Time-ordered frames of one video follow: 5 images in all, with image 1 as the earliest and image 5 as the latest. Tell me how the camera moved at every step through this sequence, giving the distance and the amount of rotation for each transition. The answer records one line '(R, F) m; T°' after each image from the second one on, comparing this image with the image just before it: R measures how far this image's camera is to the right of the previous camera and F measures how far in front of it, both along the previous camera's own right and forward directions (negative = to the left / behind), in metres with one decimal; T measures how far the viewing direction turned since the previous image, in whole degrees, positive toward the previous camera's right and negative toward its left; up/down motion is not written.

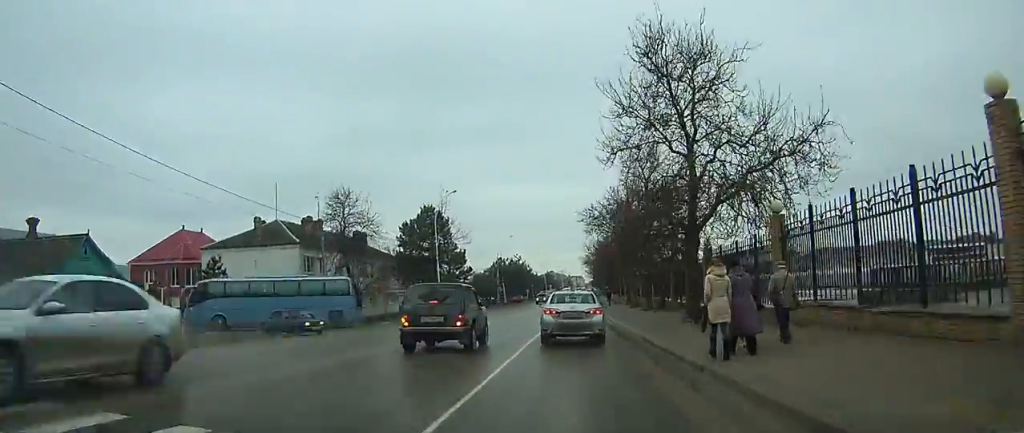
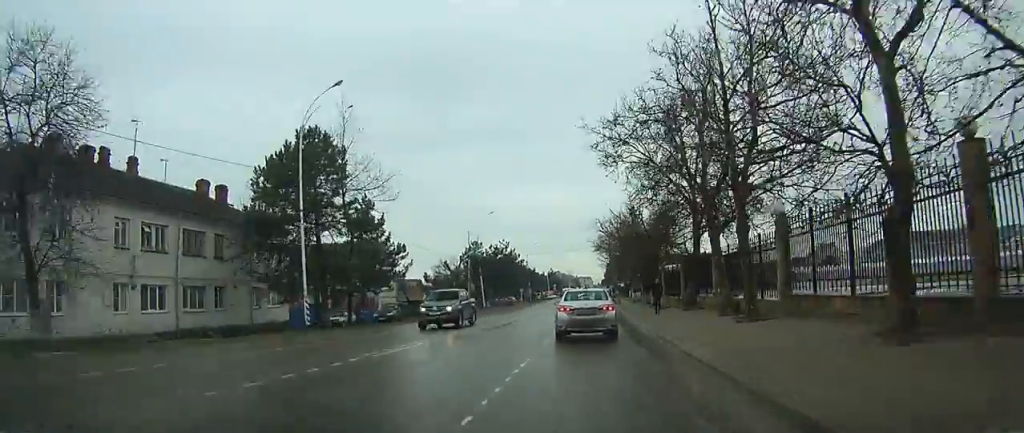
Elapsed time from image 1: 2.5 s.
(+0.3, +30.5) m; +1°
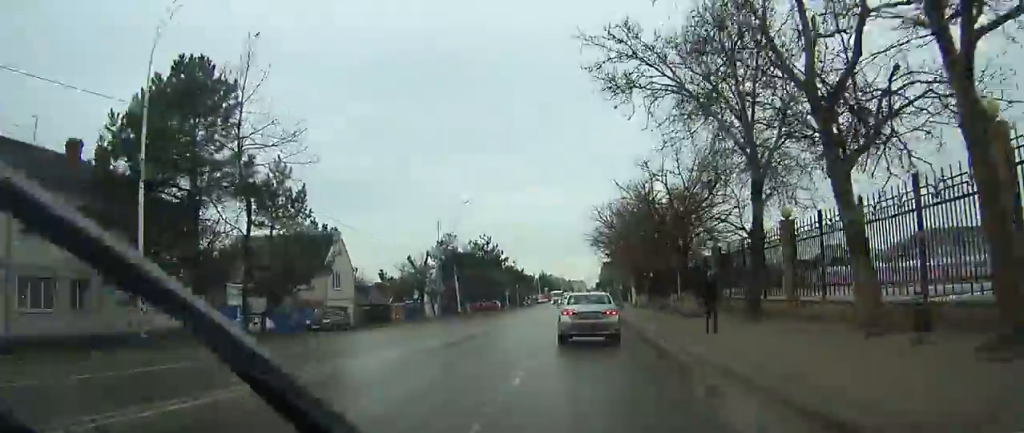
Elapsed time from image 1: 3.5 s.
(0.0, +11.2) m; +1°
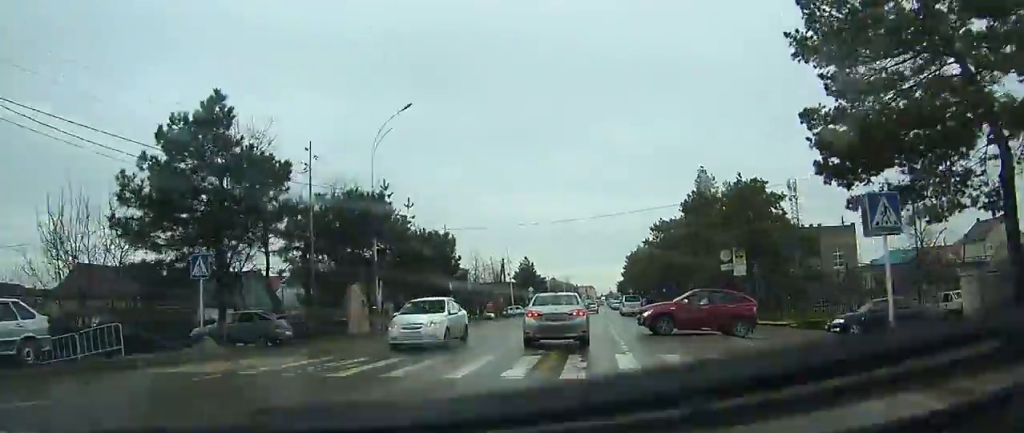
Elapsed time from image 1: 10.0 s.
(-1.7, +78.0) m; -2°
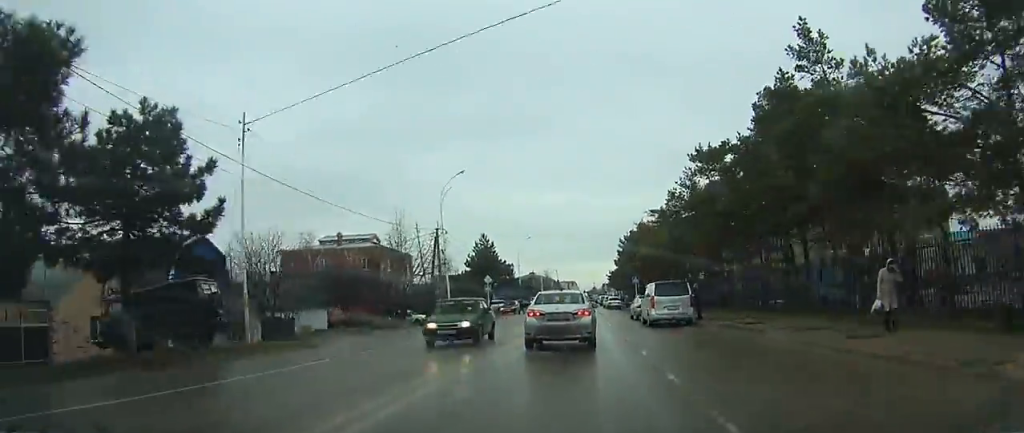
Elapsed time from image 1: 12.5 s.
(+0.8, +26.9) m; +3°
